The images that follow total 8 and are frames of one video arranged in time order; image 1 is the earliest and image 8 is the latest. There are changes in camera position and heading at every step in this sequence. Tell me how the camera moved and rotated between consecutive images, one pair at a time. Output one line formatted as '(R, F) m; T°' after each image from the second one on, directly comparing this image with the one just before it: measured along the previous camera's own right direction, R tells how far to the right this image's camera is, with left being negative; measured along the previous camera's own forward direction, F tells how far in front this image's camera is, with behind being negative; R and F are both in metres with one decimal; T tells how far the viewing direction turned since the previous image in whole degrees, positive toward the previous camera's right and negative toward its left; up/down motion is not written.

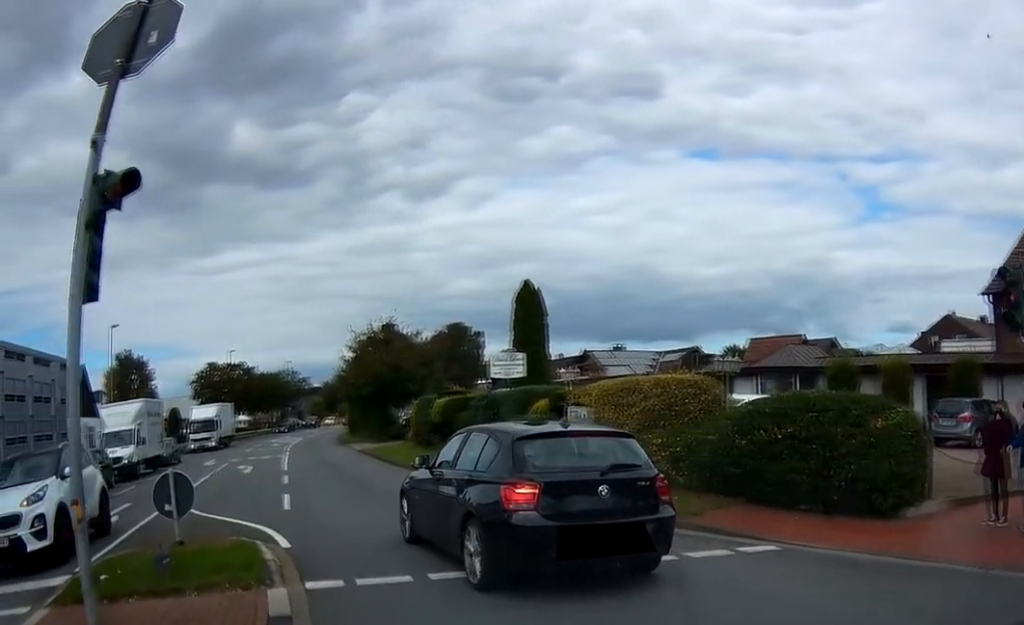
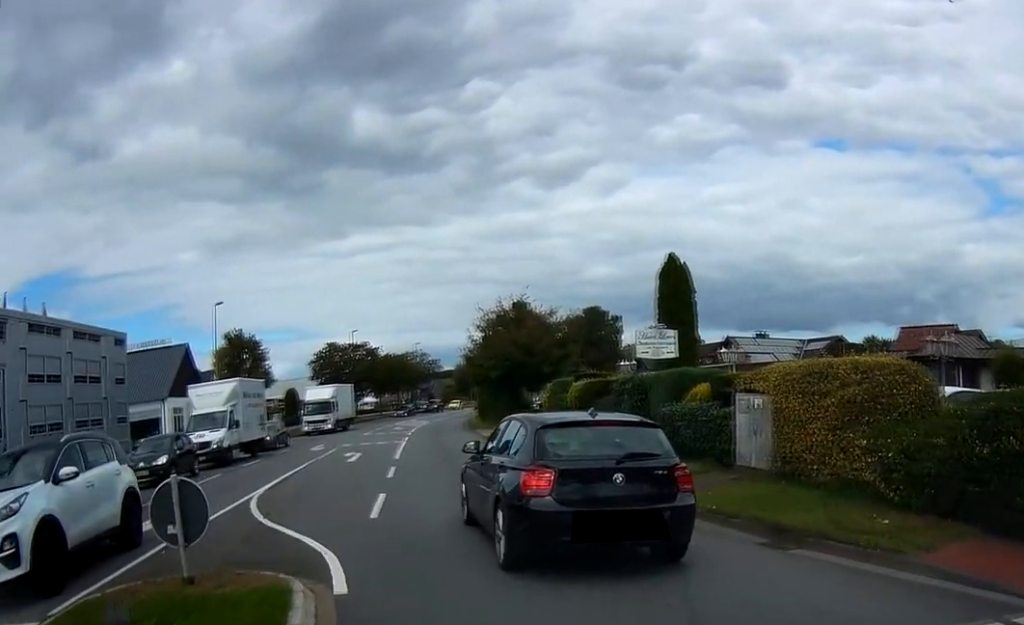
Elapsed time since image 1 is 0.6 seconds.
(-0.2, +2.7) m; -4°
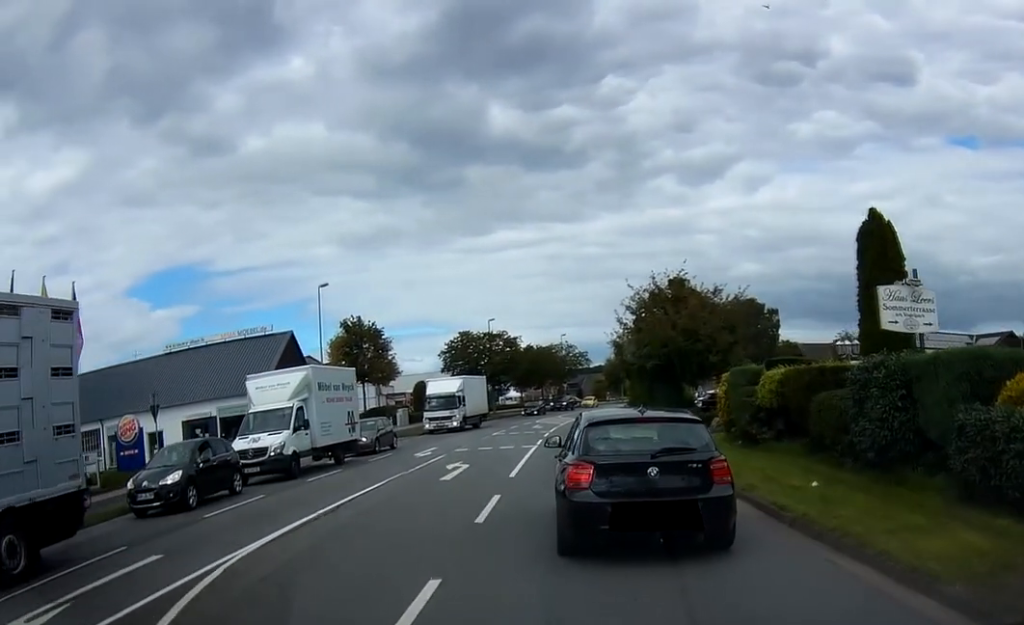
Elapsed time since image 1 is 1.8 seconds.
(-0.2, +6.3) m; -4°
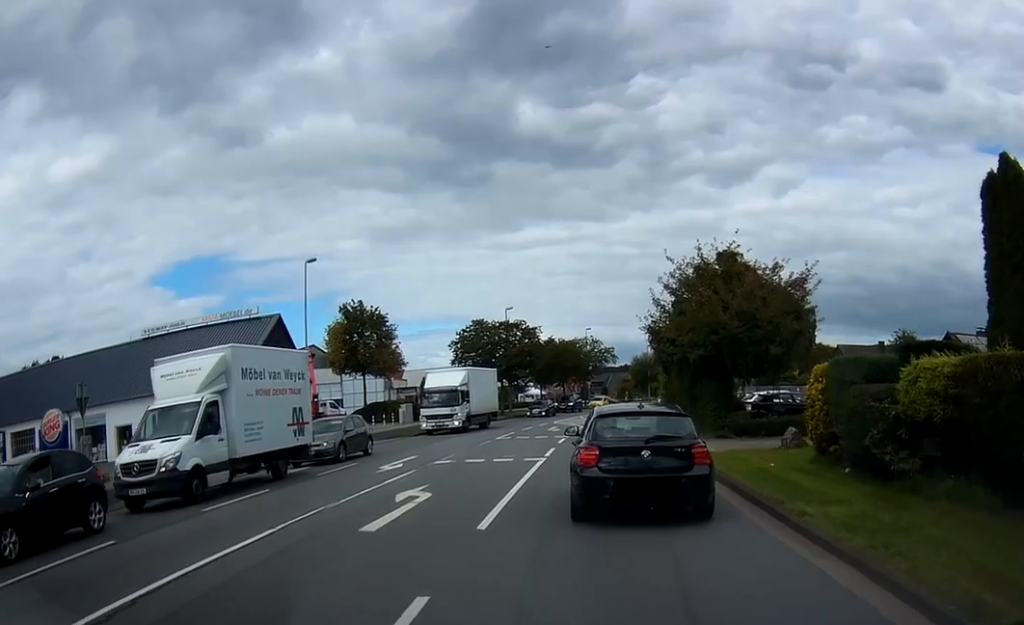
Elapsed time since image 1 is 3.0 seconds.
(-0.3, +6.6) m; -8°
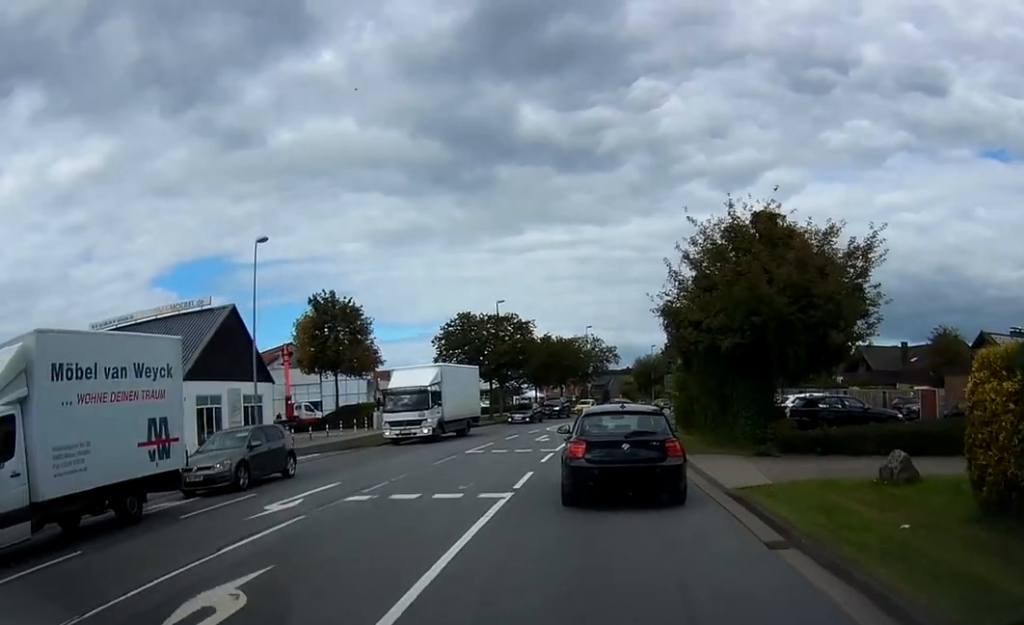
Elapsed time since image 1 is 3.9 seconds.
(-0.4, +6.2) m; -3°
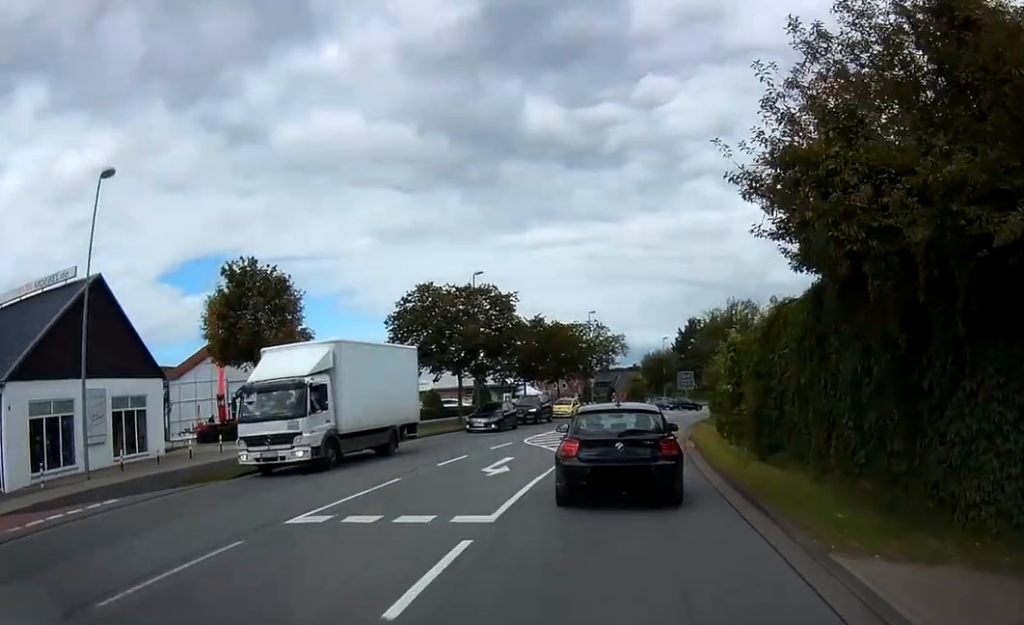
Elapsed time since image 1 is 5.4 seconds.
(-0.2, +11.8) m; -4°
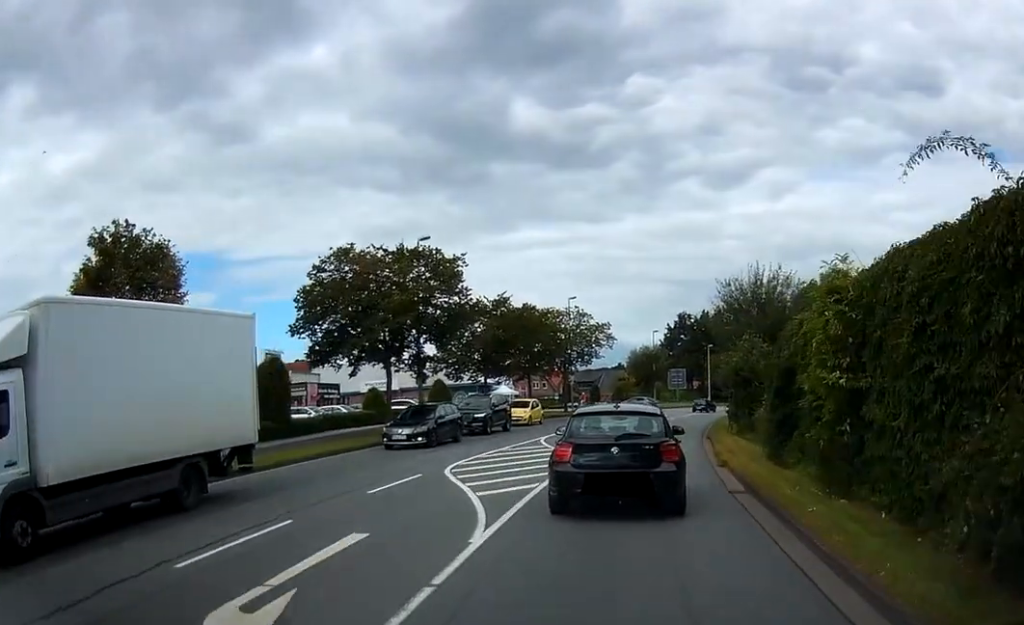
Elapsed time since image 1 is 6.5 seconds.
(-0.3, +10.4) m; +1°
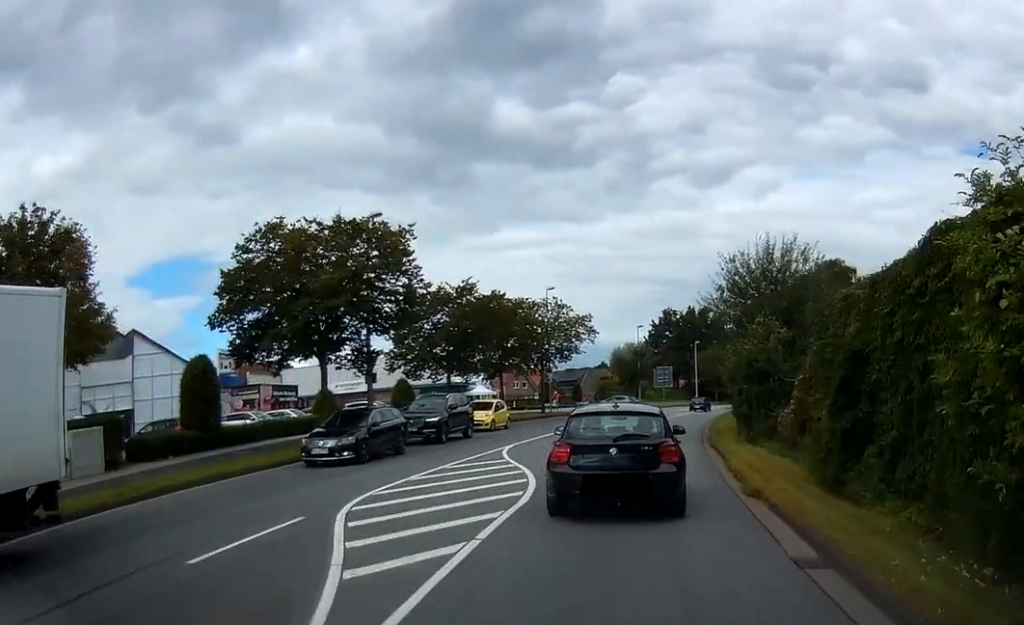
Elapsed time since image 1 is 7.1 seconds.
(+0.2, +5.4) m; +1°
